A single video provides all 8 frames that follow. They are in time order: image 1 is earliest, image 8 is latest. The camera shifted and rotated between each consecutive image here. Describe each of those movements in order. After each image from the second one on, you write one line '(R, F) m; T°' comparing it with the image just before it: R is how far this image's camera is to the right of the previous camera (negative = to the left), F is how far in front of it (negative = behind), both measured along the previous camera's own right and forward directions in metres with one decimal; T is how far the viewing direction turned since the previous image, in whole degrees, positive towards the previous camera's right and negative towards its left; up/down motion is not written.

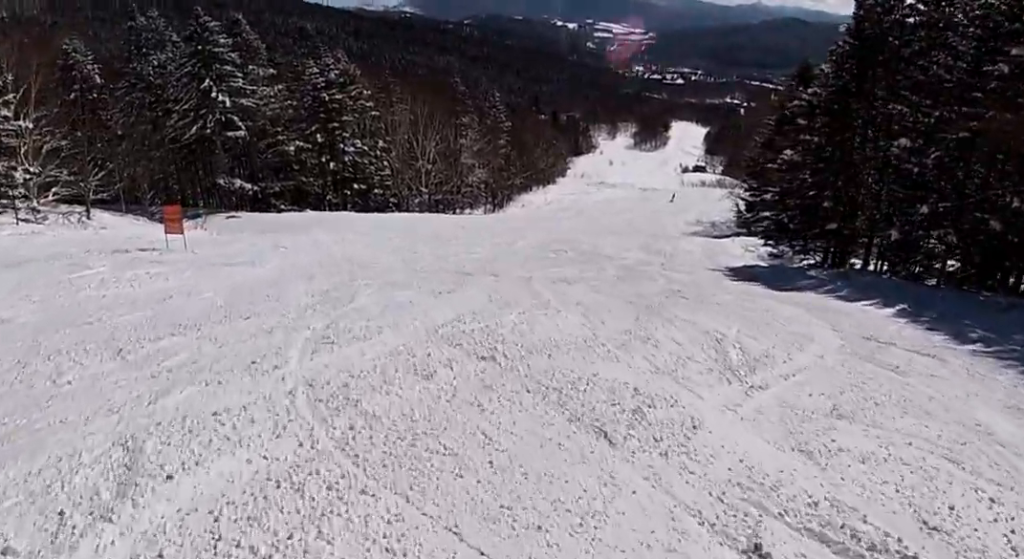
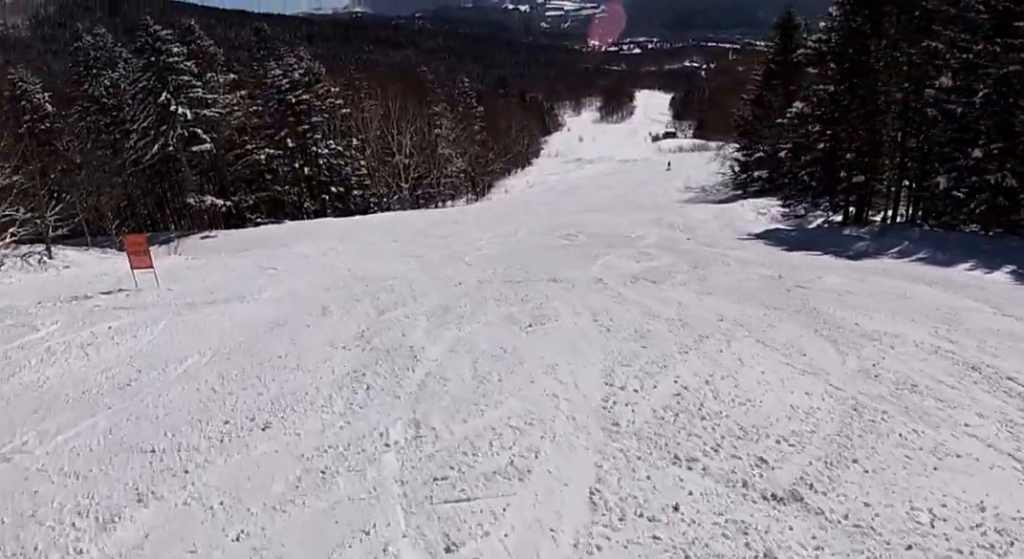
(-1.2, +3.8) m; +8°
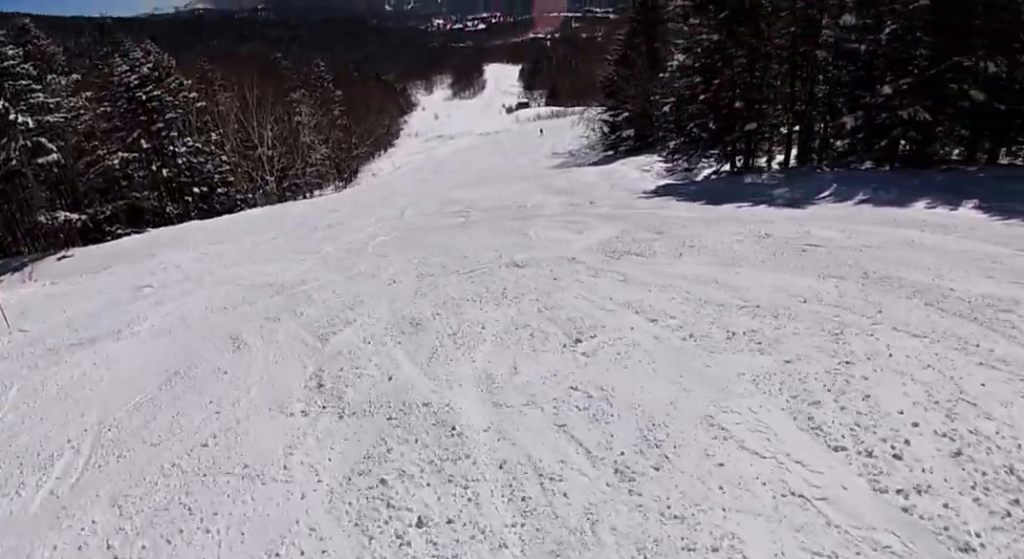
(+0.5, +2.9) m; +12°
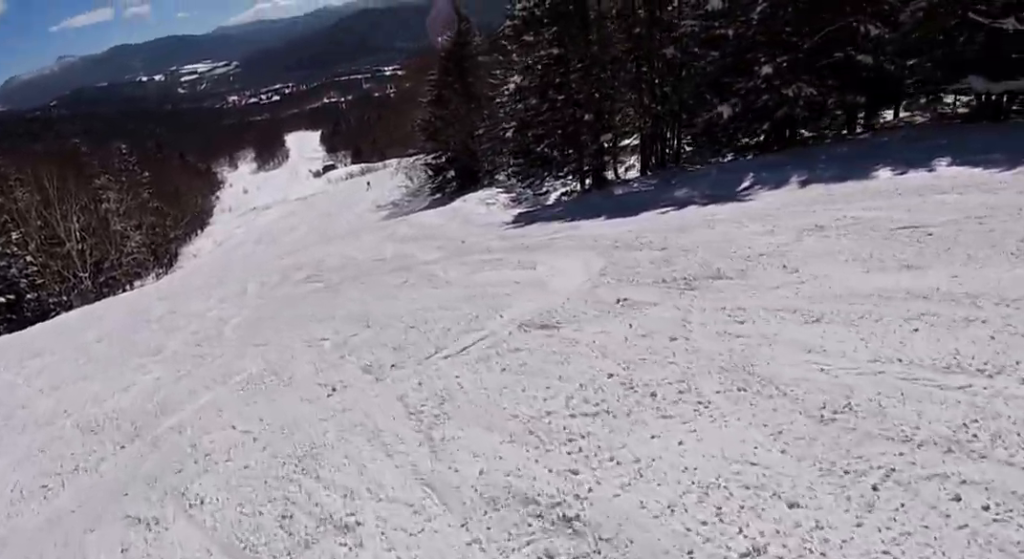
(+1.2, +4.8) m; +23°
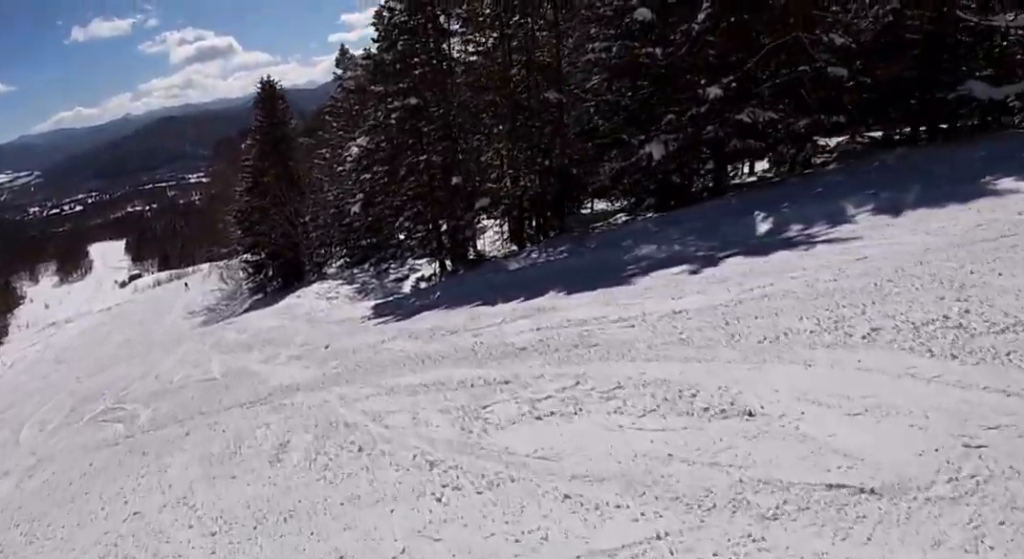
(+1.2, +8.2) m; +11°
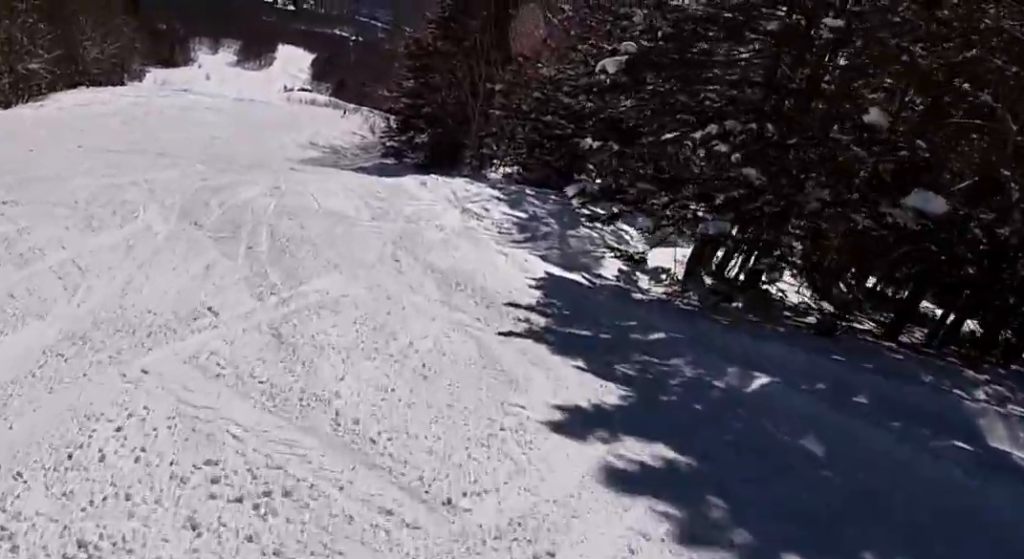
(-1.9, +15.9) m; -28°
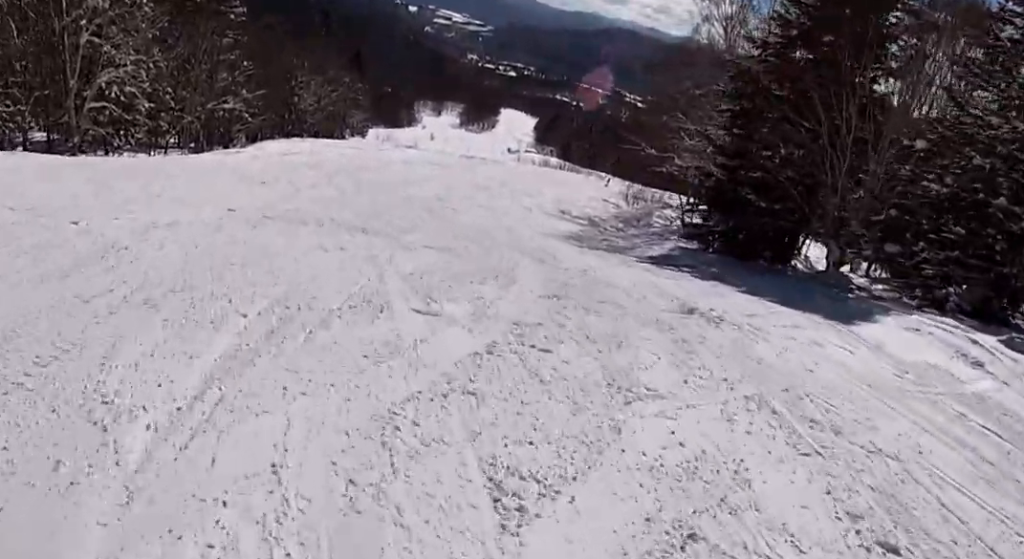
(-3.7, +12.8) m; -16°
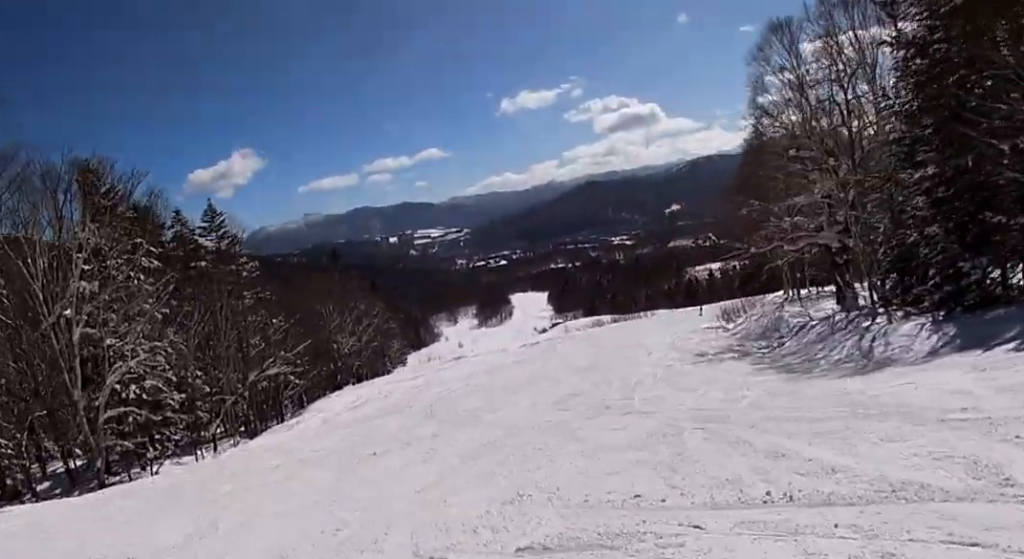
(+1.1, +11.1) m; +8°
